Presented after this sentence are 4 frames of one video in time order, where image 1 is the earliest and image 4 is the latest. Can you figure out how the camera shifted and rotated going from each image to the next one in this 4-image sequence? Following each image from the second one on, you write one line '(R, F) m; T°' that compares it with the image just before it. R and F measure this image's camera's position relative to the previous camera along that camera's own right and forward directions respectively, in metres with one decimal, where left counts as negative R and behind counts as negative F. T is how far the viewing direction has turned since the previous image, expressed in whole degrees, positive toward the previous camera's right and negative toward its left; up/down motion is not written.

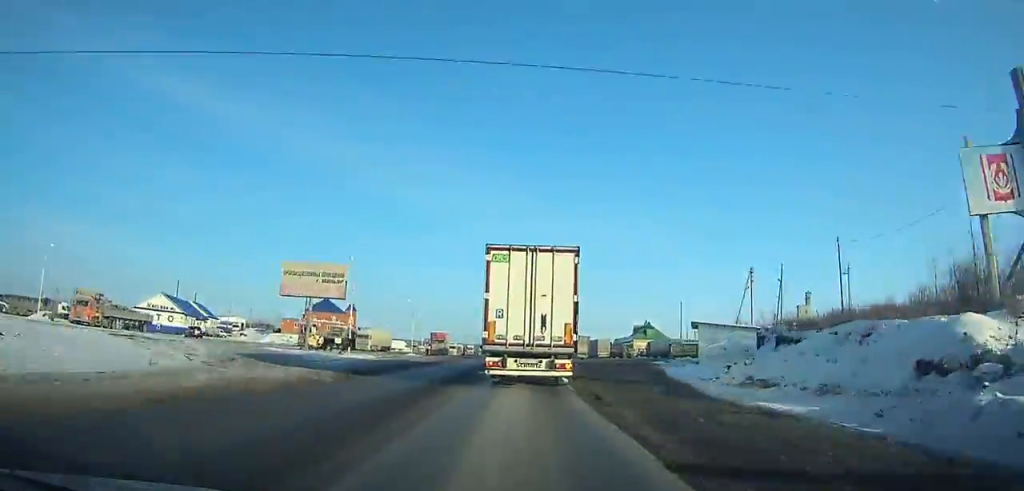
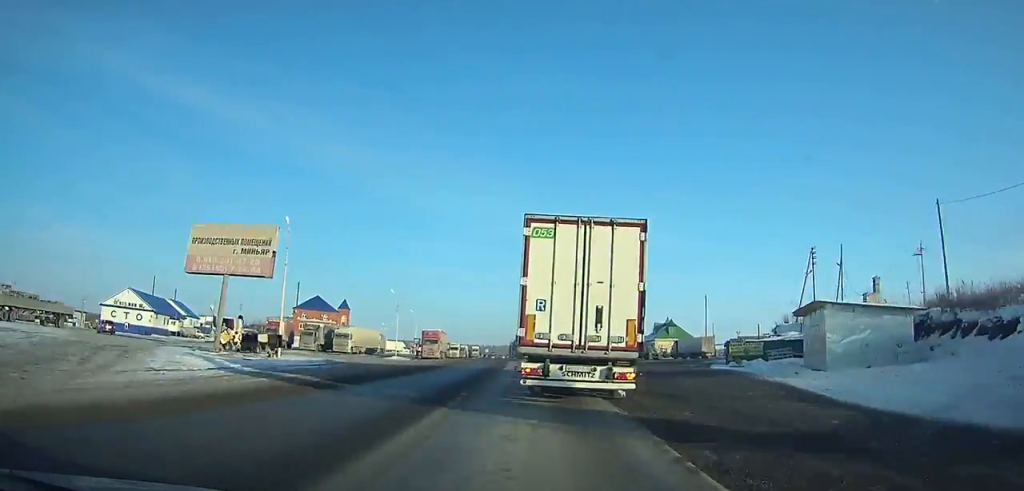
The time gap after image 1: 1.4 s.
(-0.2, +17.9) m; -1°
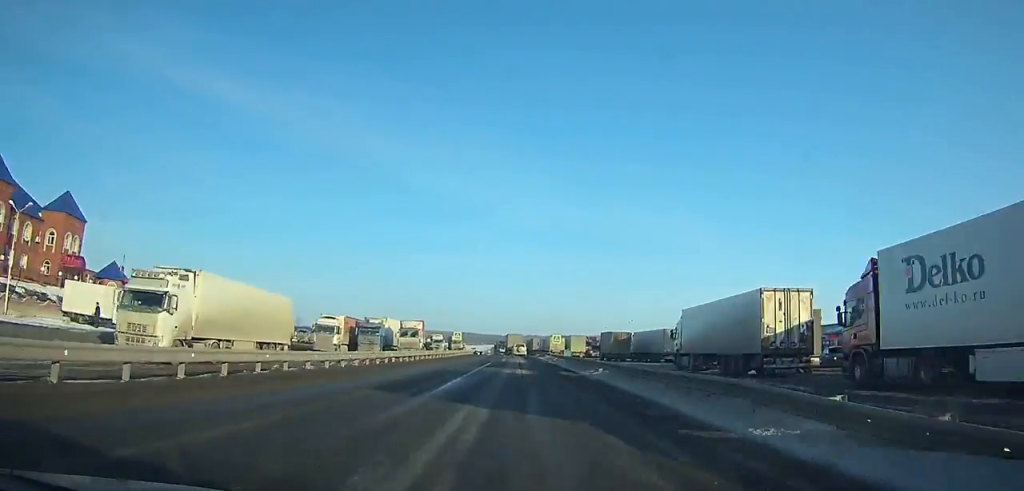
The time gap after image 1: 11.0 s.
(-4.7, +131.3) m; -3°
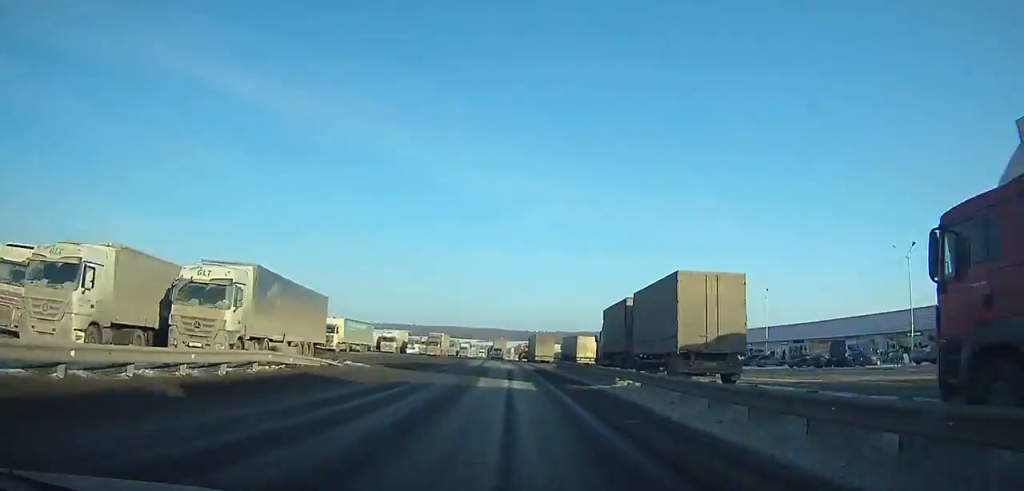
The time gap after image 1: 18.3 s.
(-2.2, +113.1) m; -3°
